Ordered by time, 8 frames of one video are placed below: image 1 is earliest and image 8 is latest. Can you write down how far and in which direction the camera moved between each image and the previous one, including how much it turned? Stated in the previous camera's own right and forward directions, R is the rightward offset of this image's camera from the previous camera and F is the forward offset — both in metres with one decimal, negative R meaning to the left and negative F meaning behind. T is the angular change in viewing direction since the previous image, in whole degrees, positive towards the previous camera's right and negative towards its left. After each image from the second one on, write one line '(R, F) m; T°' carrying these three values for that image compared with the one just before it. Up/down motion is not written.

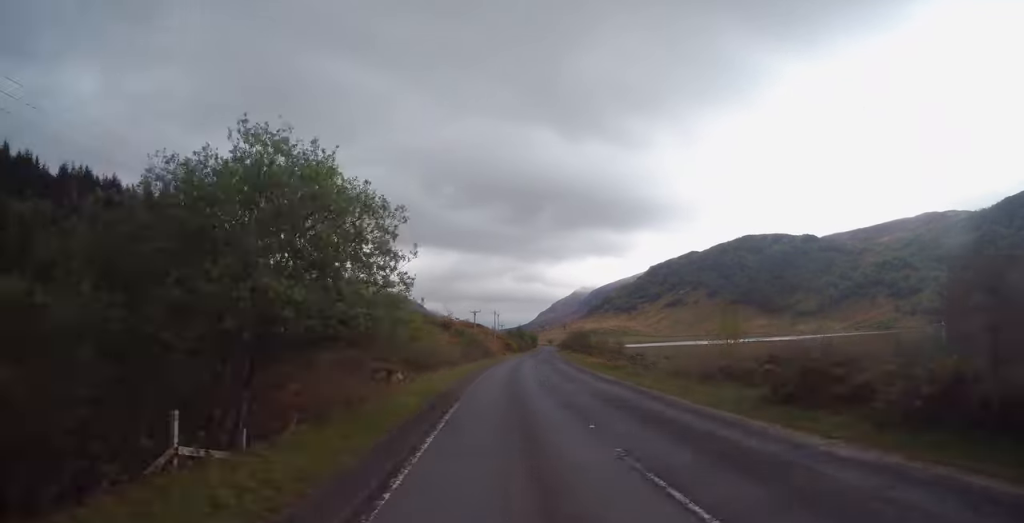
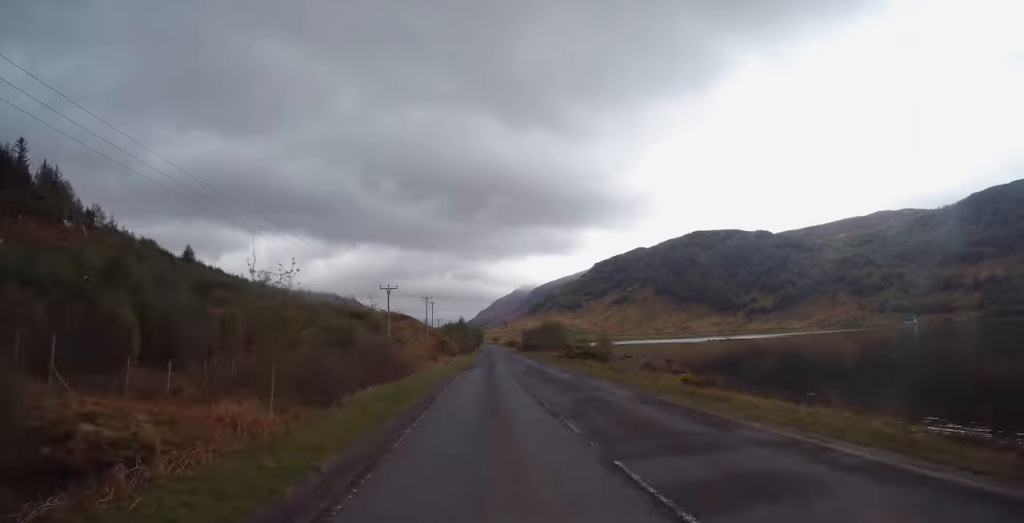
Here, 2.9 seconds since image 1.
(+1.6, +57.4) m; +2°
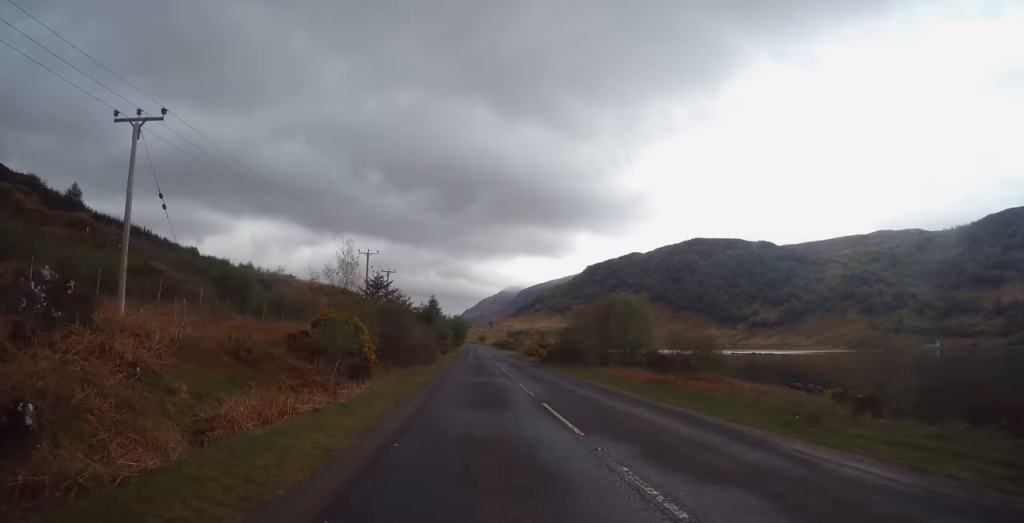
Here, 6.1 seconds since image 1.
(+0.8, +63.7) m; +1°
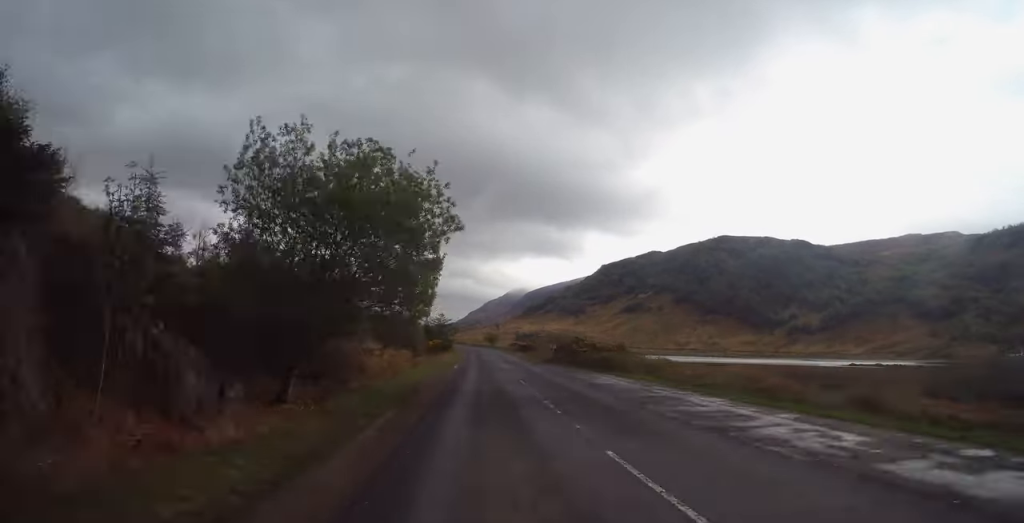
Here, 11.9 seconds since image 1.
(+0.6, +114.7) m; 0°
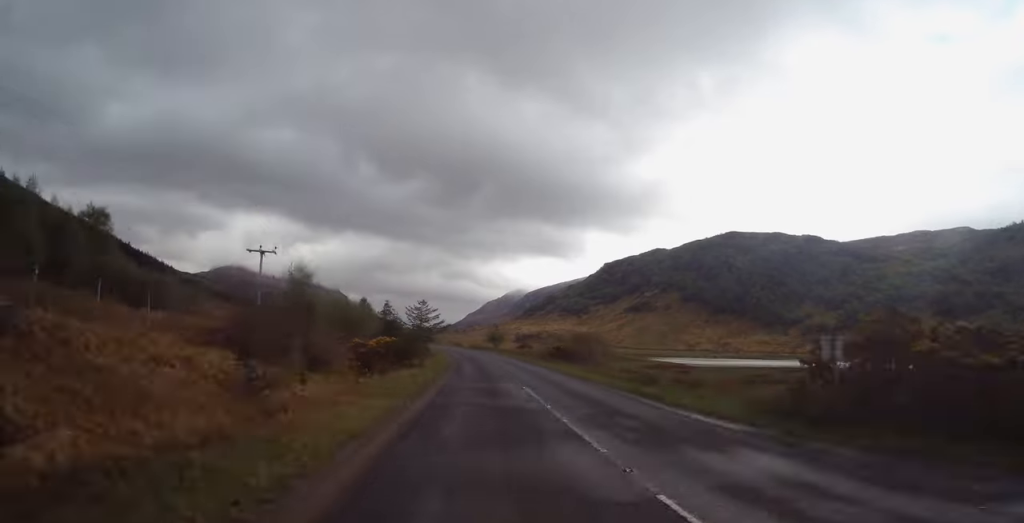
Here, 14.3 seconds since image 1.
(+0.6, +48.0) m; -1°
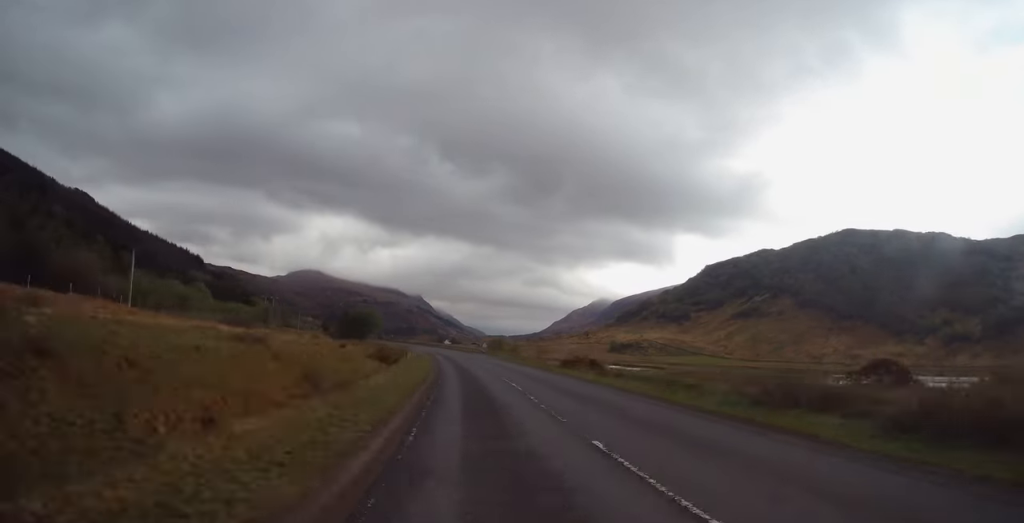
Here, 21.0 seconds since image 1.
(-7.9, +132.6) m; -8°
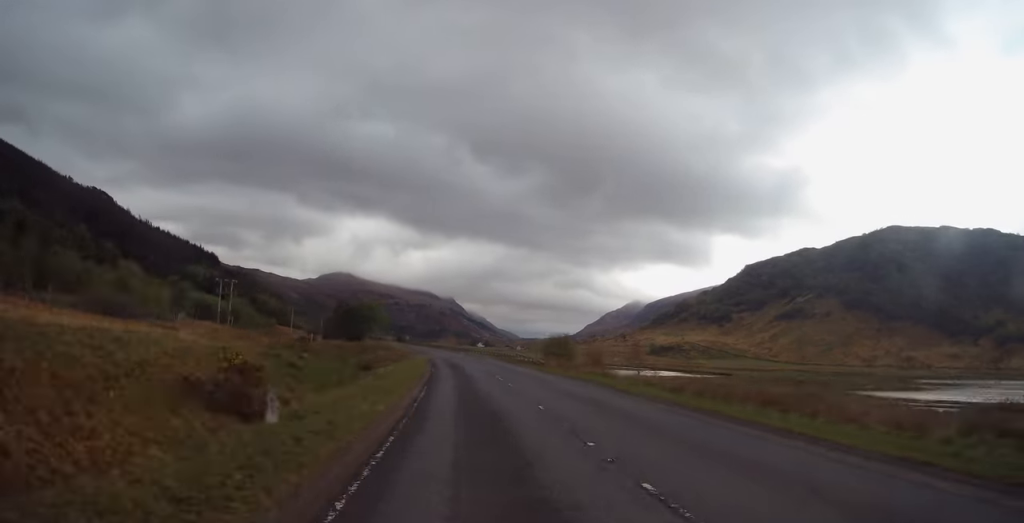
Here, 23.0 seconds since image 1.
(-0.1, +39.8) m; -3°
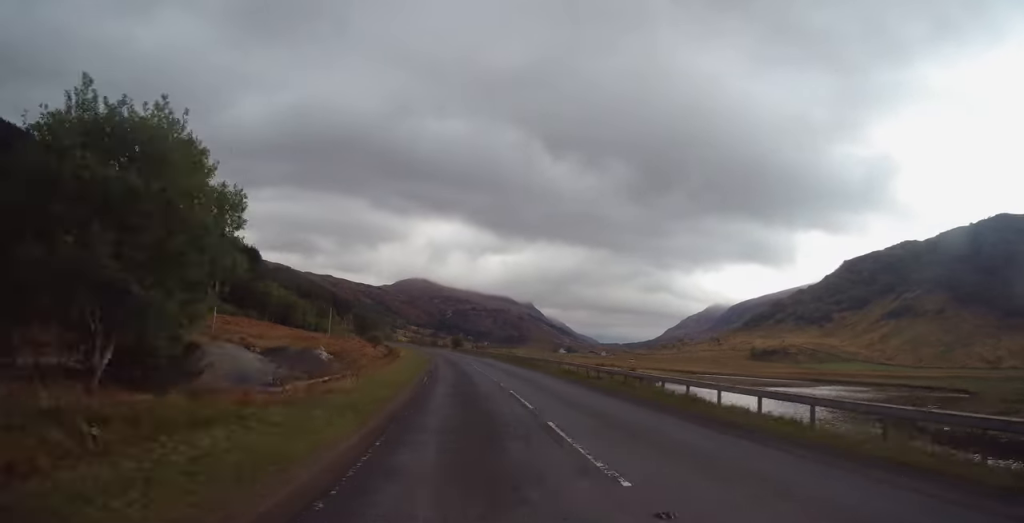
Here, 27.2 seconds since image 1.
(-4.6, +85.5) m; -7°
